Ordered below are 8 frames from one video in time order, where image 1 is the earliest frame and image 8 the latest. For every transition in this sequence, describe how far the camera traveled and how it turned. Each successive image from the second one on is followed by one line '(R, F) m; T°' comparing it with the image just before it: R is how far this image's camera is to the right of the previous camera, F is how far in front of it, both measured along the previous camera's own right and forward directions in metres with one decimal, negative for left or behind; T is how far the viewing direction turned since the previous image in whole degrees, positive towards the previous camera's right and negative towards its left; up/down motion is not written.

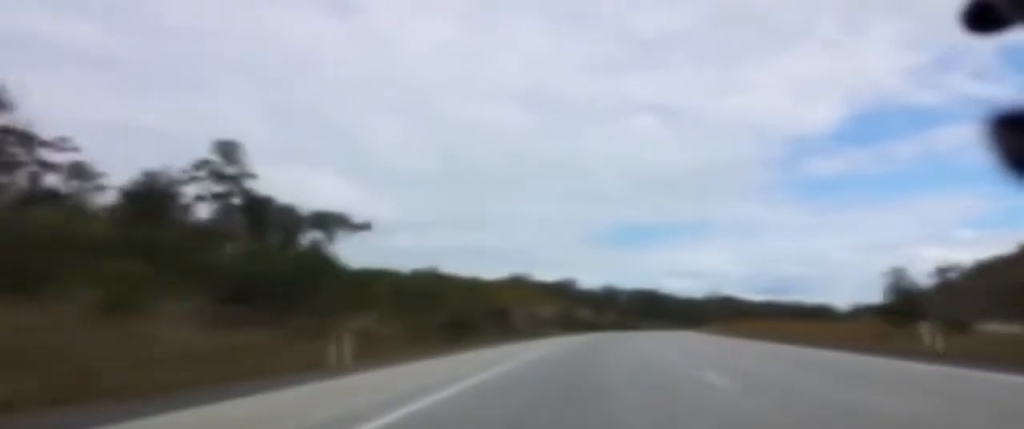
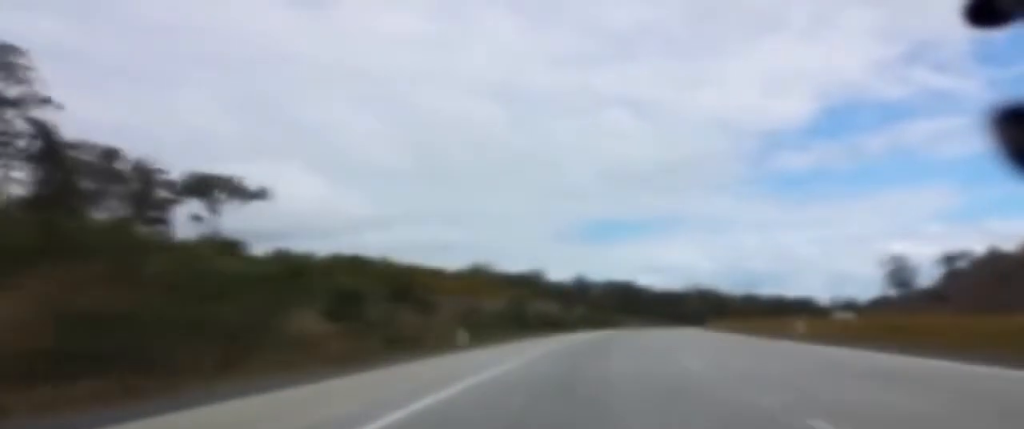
(+0.9, +43.9) m; +3°
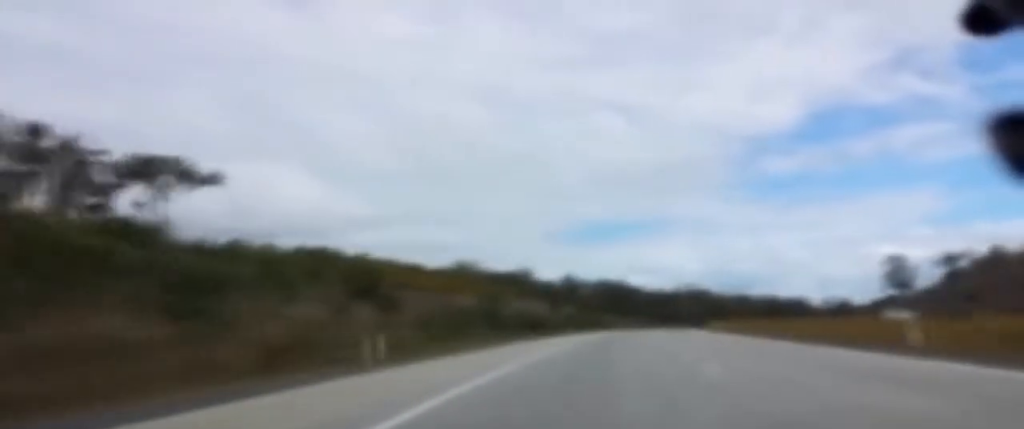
(+0.1, +14.3) m; +1°
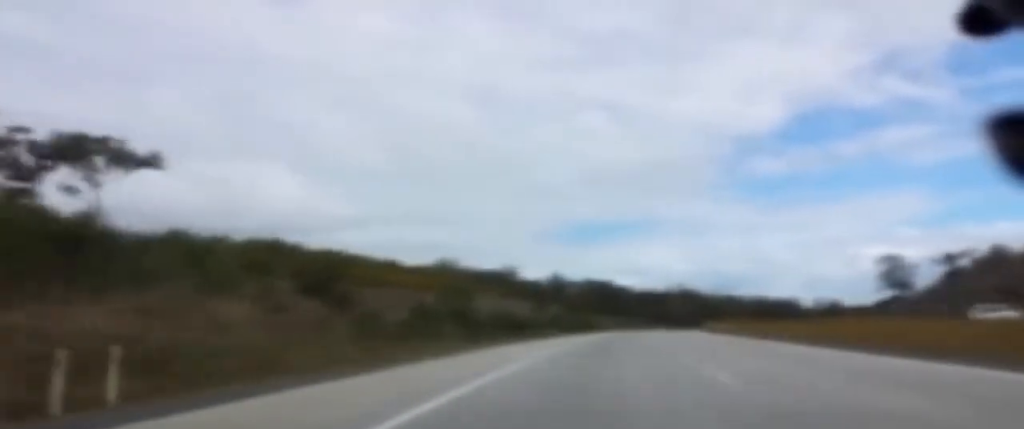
(0.0, +13.3) m; 0°
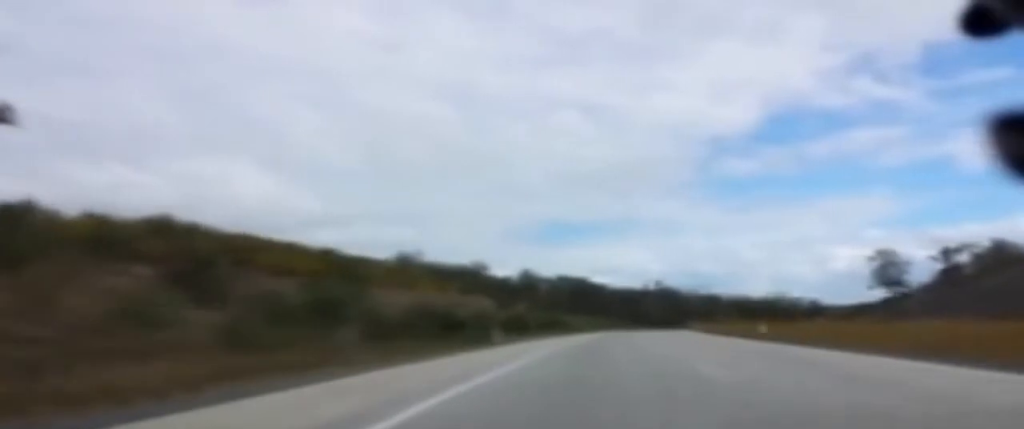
(+0.2, +23.5) m; +1°
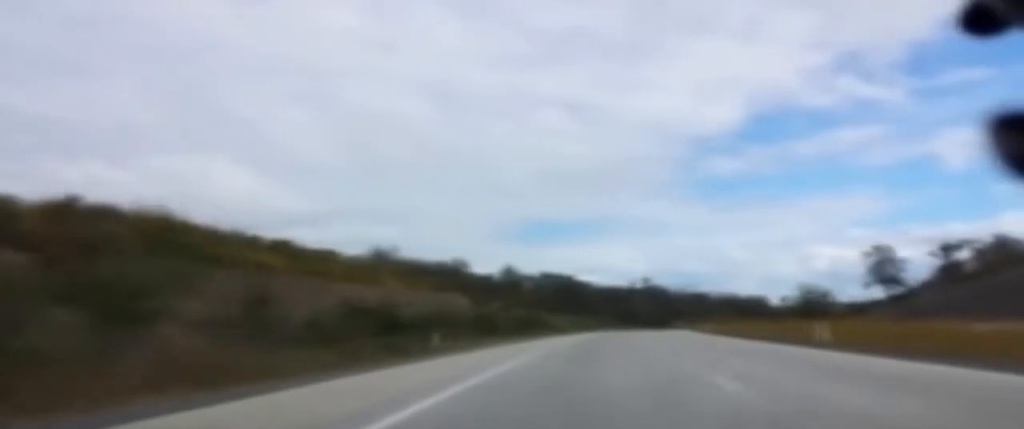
(+0.1, +14.3) m; +1°
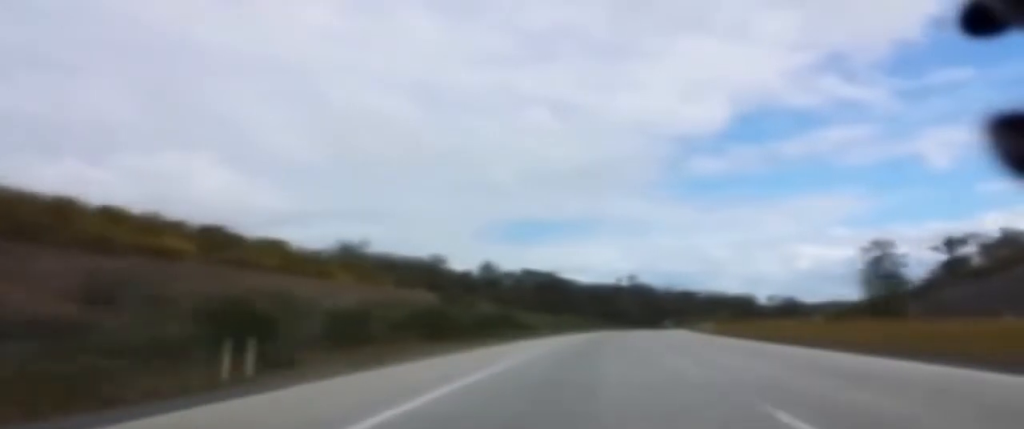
(+0.2, +17.4) m; +1°
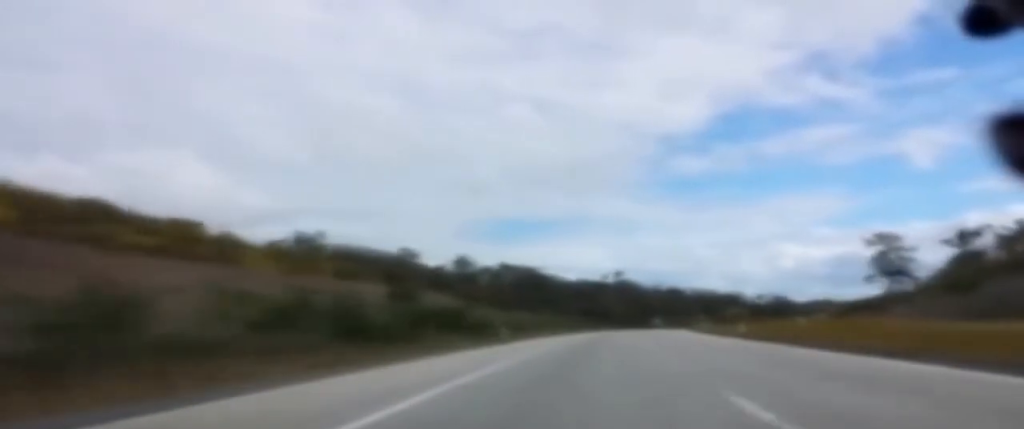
(+0.2, +22.5) m; +1°
